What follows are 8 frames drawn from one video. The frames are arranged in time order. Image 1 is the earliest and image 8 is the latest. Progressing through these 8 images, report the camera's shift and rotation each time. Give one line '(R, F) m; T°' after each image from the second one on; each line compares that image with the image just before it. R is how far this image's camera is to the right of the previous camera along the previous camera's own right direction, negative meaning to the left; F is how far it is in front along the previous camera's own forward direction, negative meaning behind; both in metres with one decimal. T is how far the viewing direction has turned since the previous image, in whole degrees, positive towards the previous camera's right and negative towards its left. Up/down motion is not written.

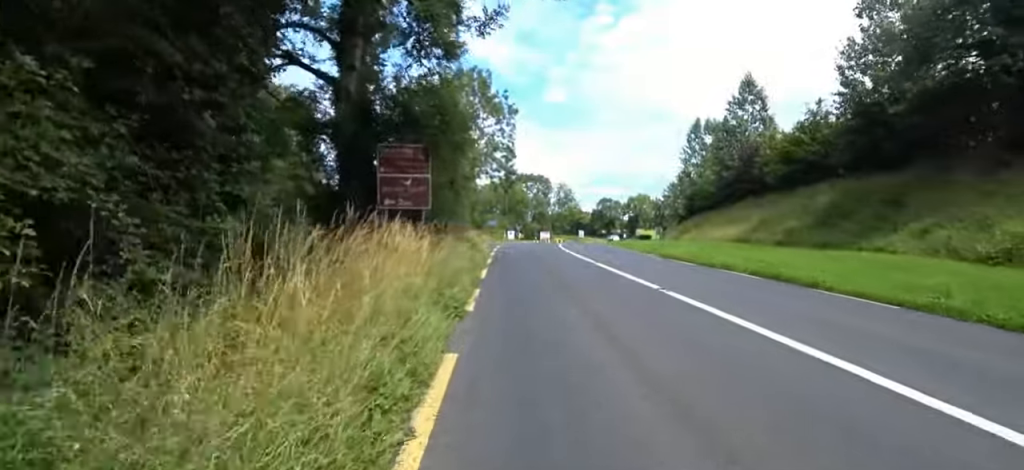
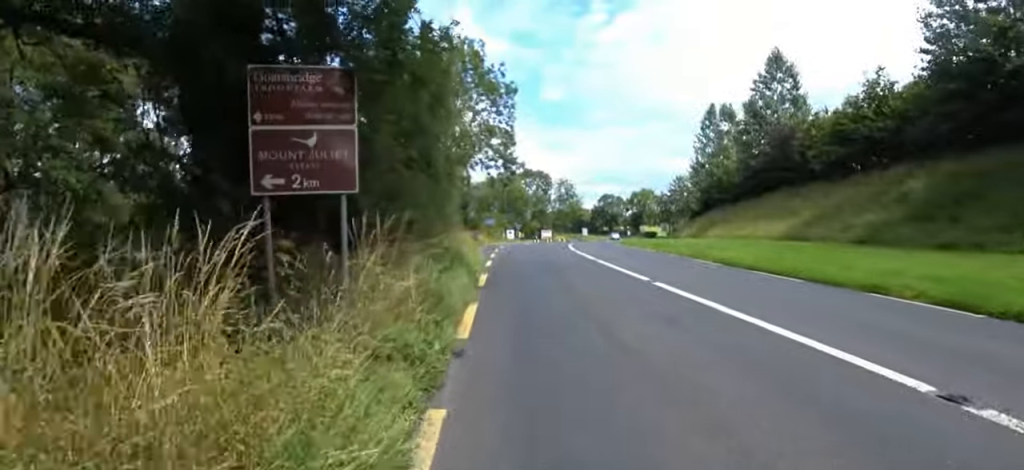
(+0.2, +5.2) m; +5°
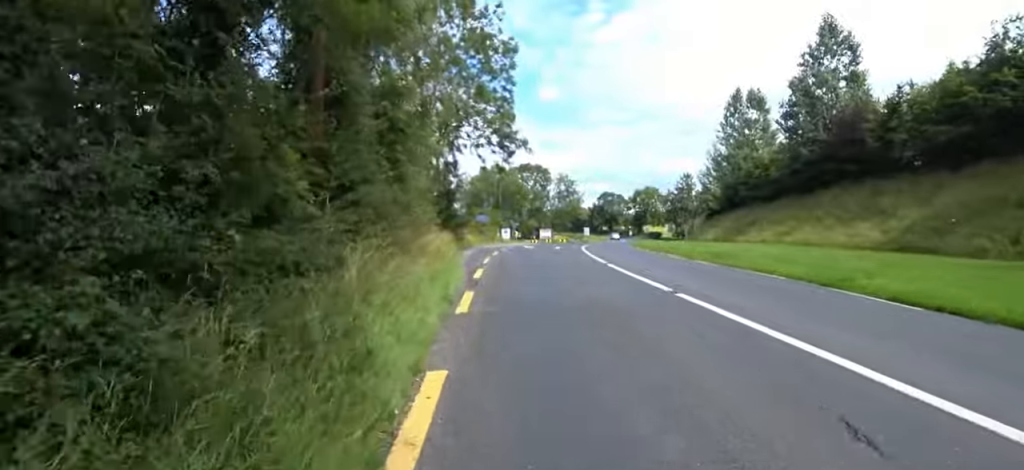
(+0.5, +7.0) m; +4°
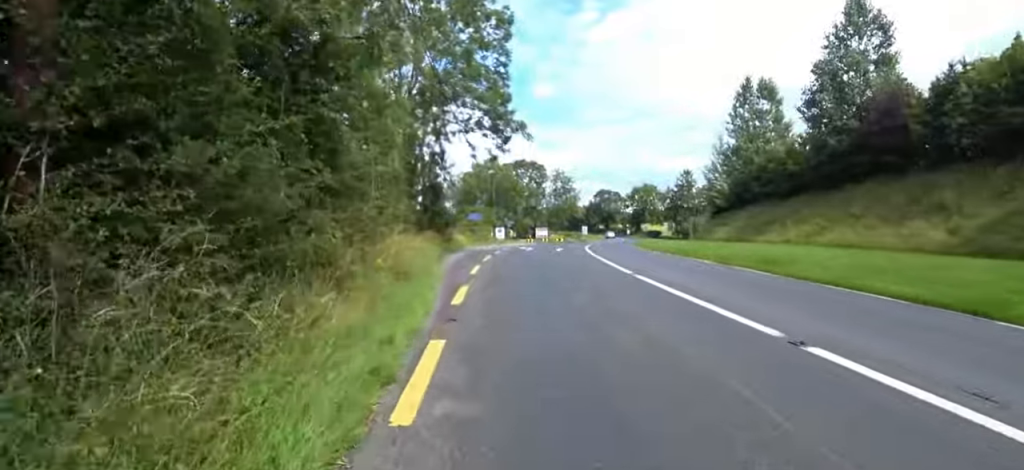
(+0.1, +3.4) m; 0°
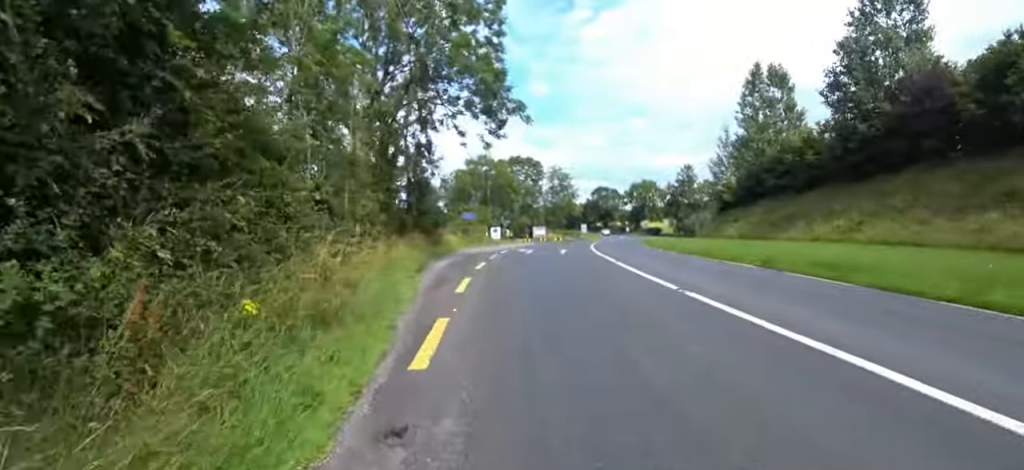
(-0.2, +2.8) m; 0°
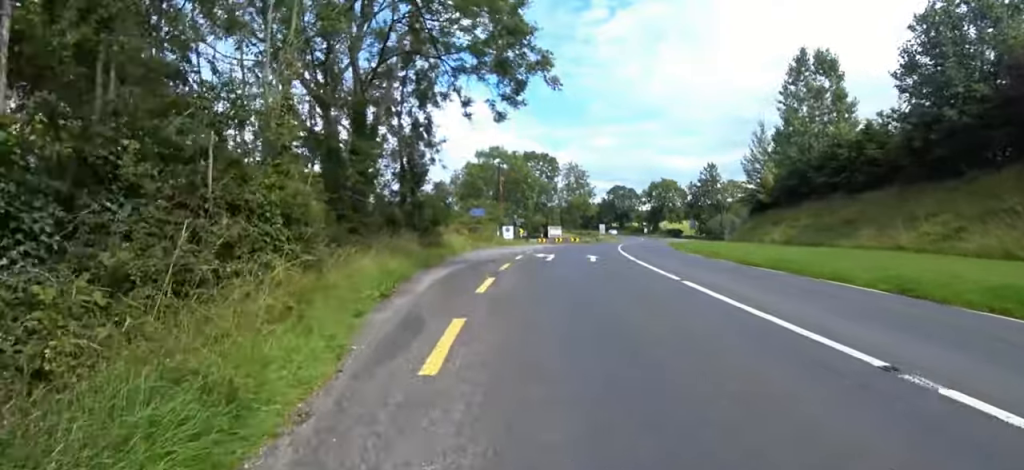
(0.0, +4.2) m; 0°
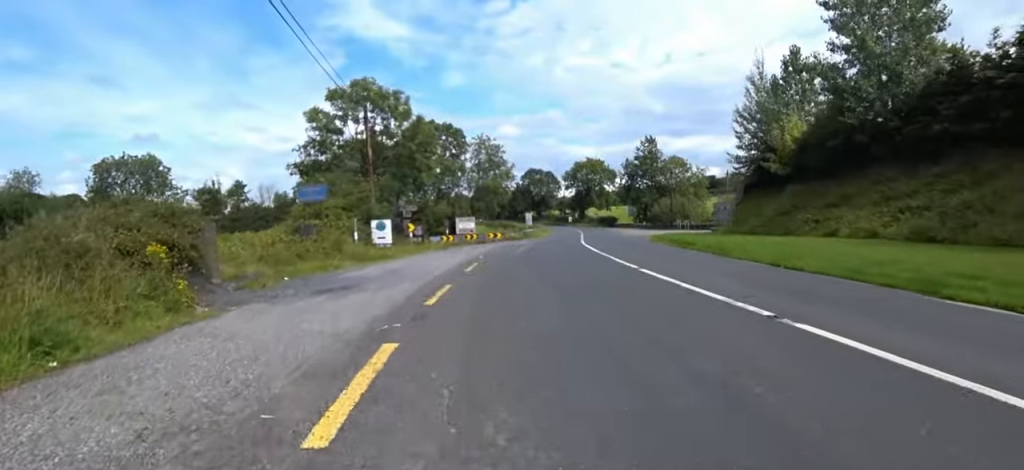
(+2.0, +17.6) m; +18°
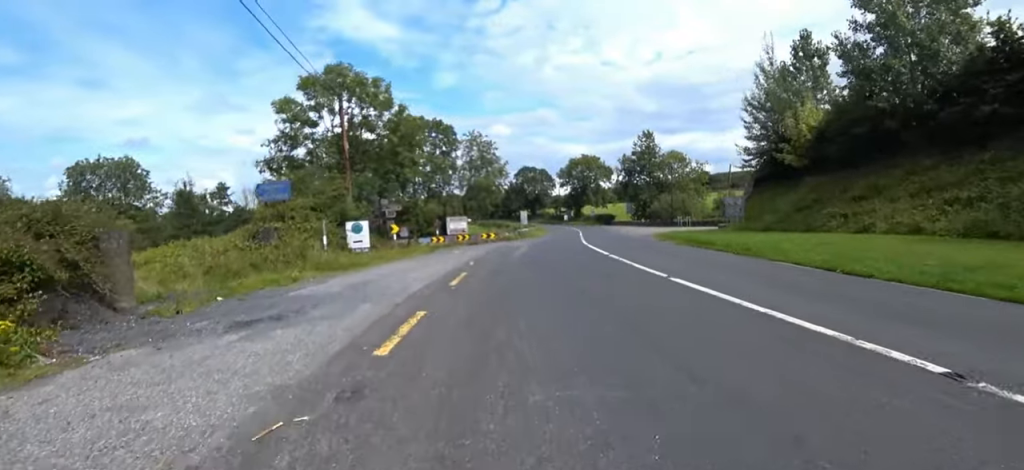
(+0.6, +2.5) m; 0°
